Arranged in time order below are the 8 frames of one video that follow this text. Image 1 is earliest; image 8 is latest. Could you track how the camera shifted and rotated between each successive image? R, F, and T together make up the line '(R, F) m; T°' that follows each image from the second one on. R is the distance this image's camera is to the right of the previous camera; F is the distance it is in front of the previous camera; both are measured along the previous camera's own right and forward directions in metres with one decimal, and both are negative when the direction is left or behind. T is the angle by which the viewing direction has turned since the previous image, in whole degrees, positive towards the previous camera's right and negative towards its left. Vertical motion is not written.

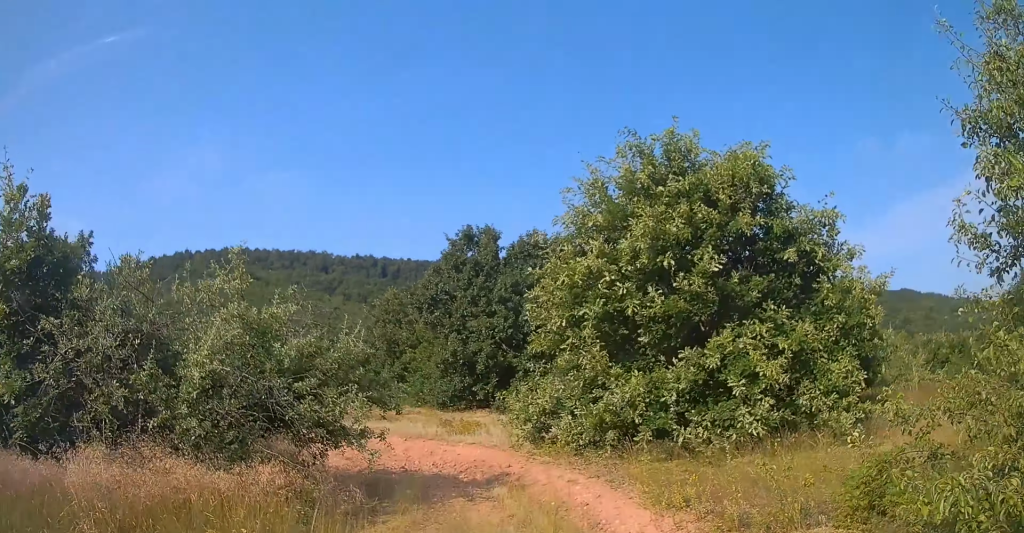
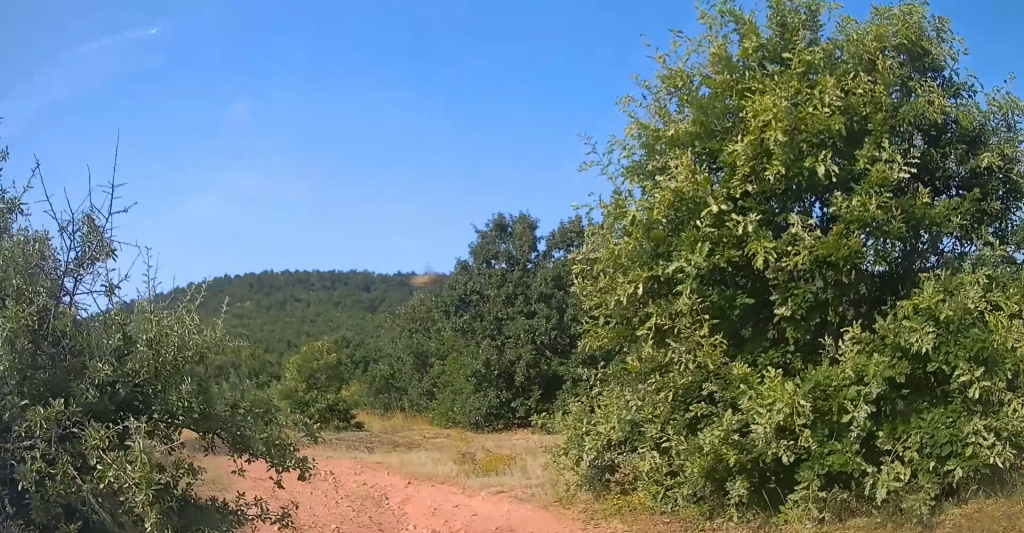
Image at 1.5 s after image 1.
(-0.2, +3.7) m; -10°
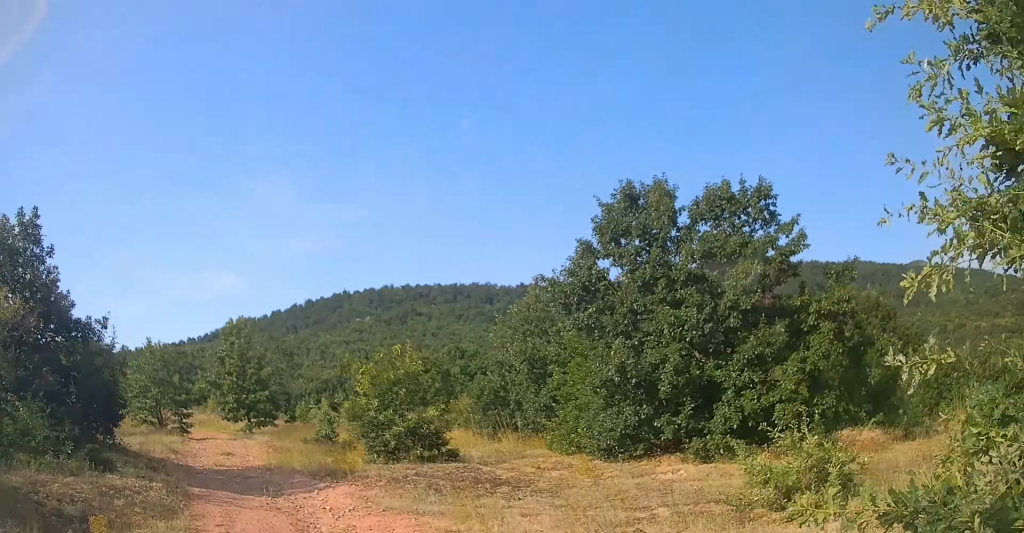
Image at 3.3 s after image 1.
(-0.4, +4.4) m; -13°
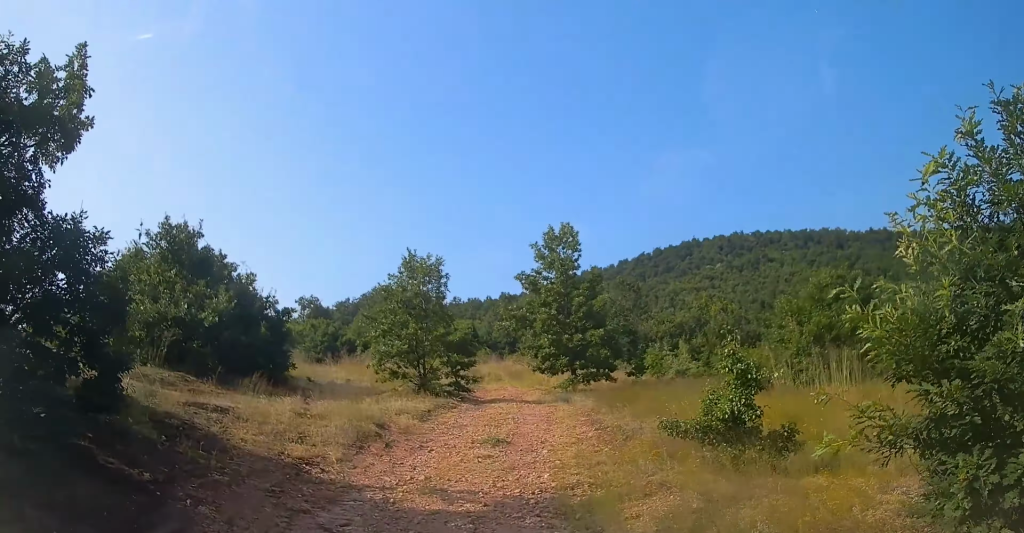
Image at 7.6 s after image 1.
(-2.9, +10.6) m; -23°
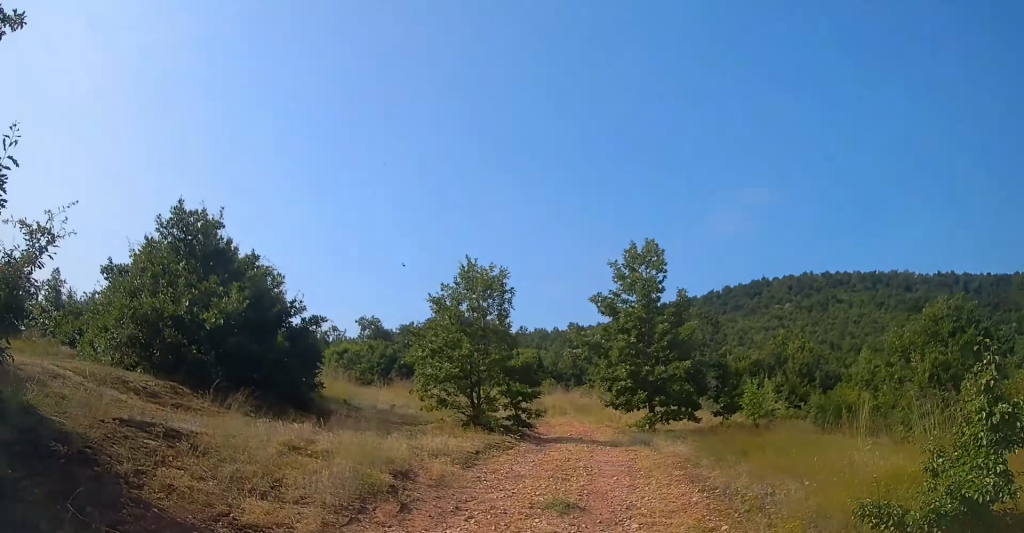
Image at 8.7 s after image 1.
(-0.1, +3.0) m; 0°
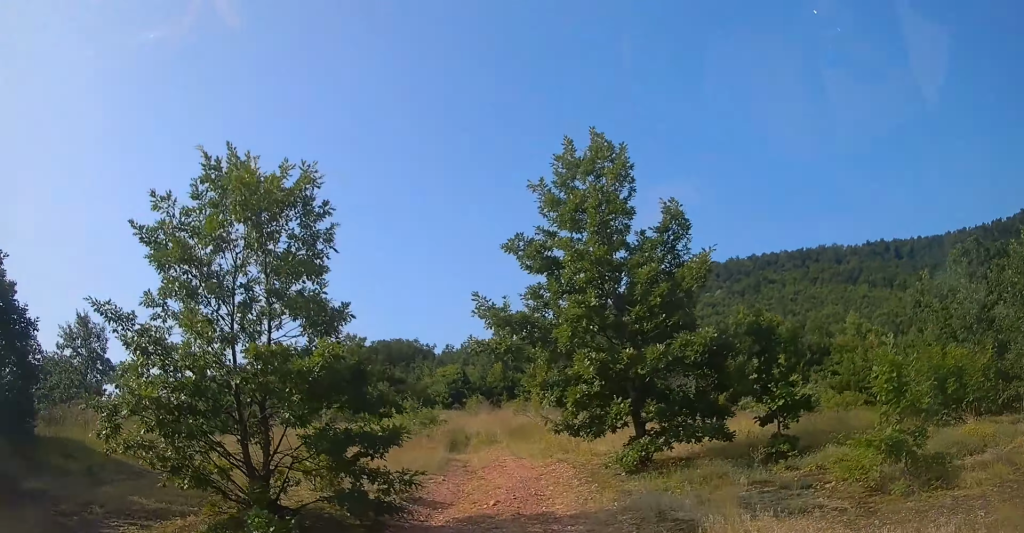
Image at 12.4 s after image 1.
(+0.2, +9.9) m; +1°
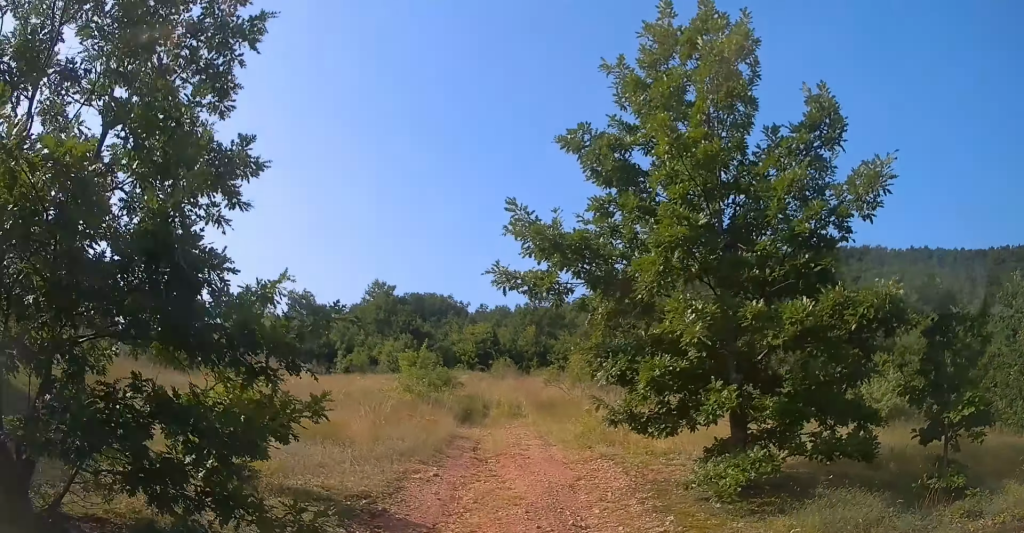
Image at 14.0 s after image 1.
(0.0, +4.4) m; -1°
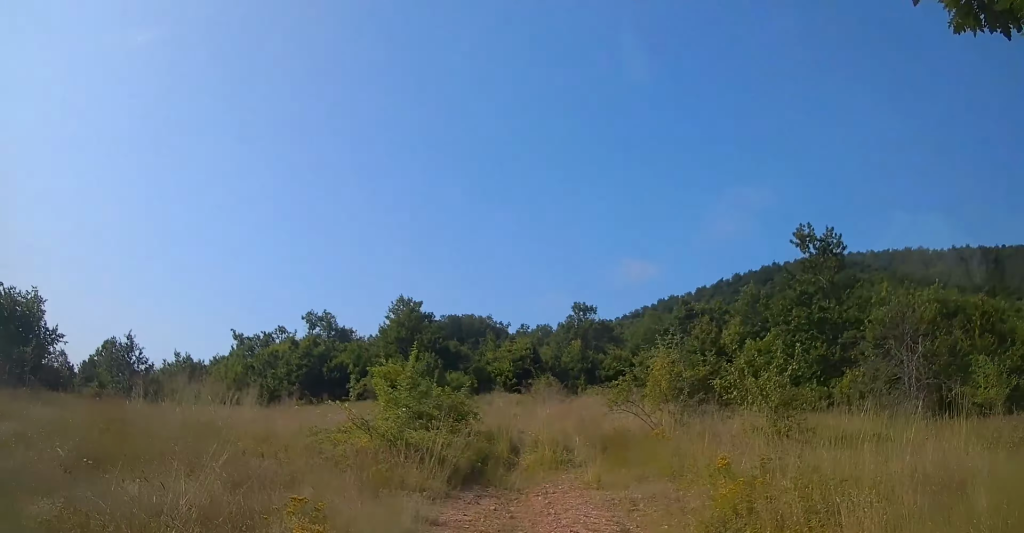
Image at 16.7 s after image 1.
(-0.3, +7.5) m; -2°
